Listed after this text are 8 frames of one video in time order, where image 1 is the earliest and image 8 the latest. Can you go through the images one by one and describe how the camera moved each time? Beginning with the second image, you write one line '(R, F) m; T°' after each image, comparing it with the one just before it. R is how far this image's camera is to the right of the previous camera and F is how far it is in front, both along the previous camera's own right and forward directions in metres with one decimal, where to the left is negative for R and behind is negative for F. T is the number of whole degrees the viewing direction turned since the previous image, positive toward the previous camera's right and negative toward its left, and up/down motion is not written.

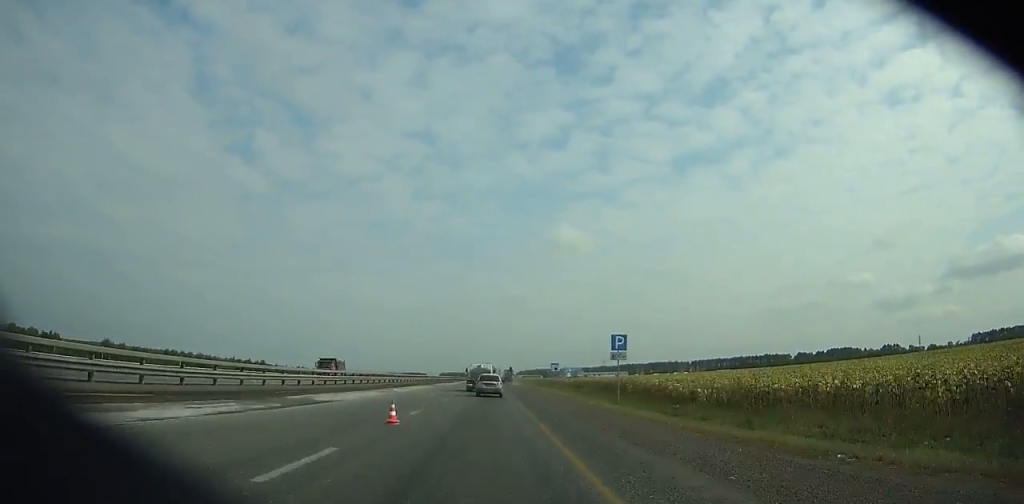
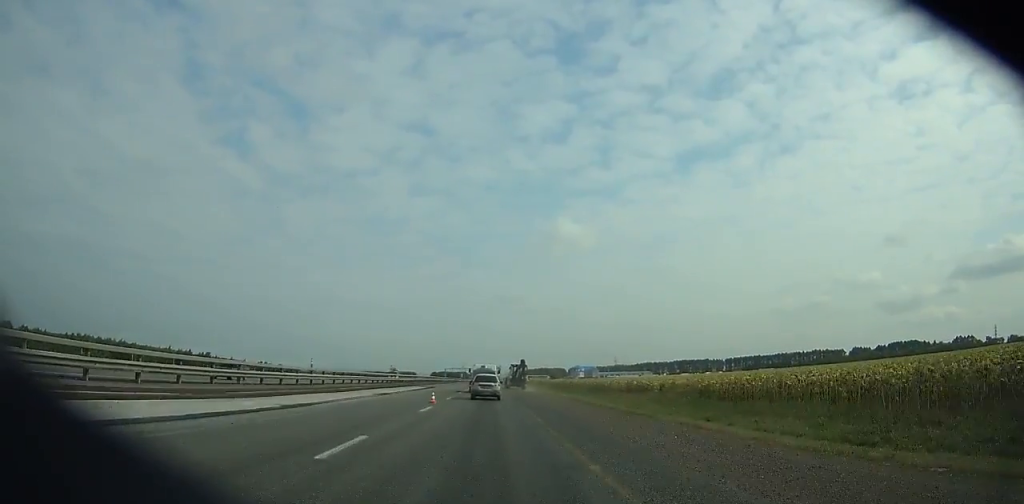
(+0.3, +130.1) m; 0°
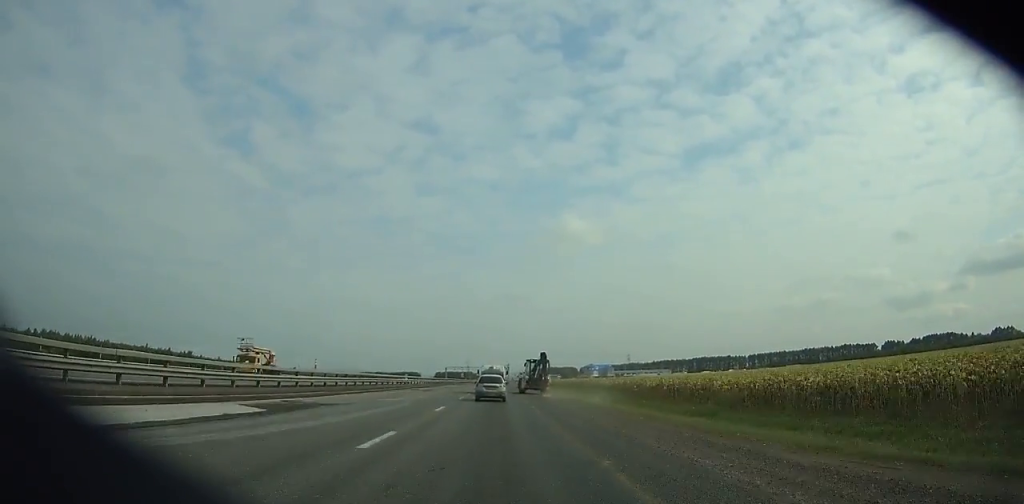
(-0.1, +46.7) m; 0°
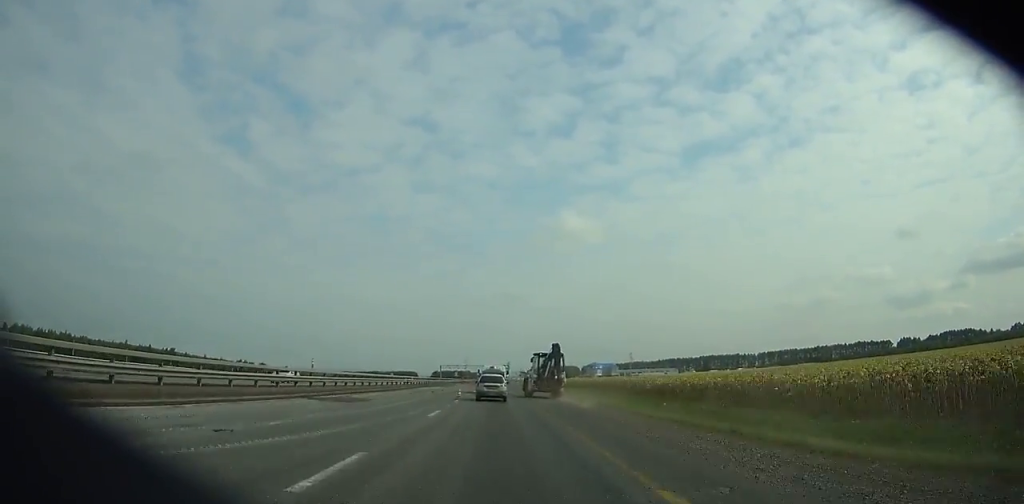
(-0.1, +28.0) m; 0°
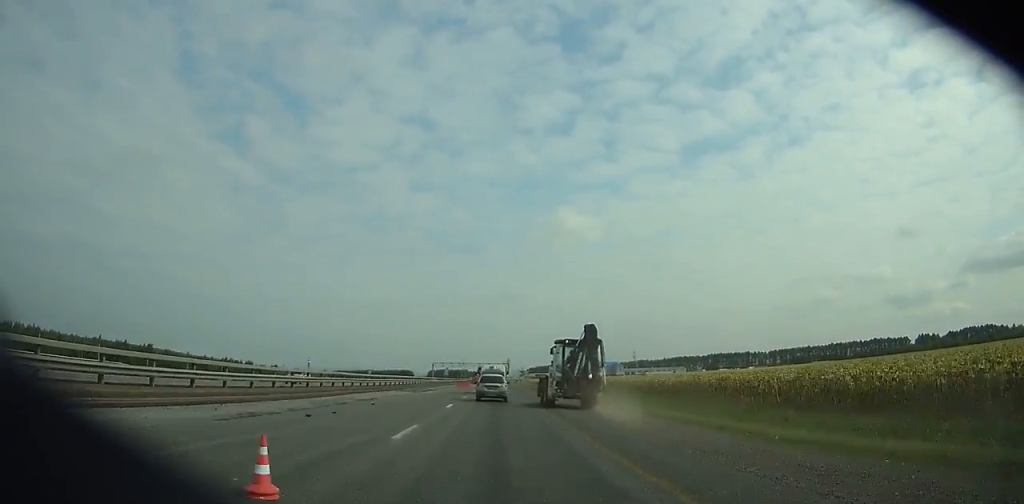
(0.0, +30.1) m; 0°
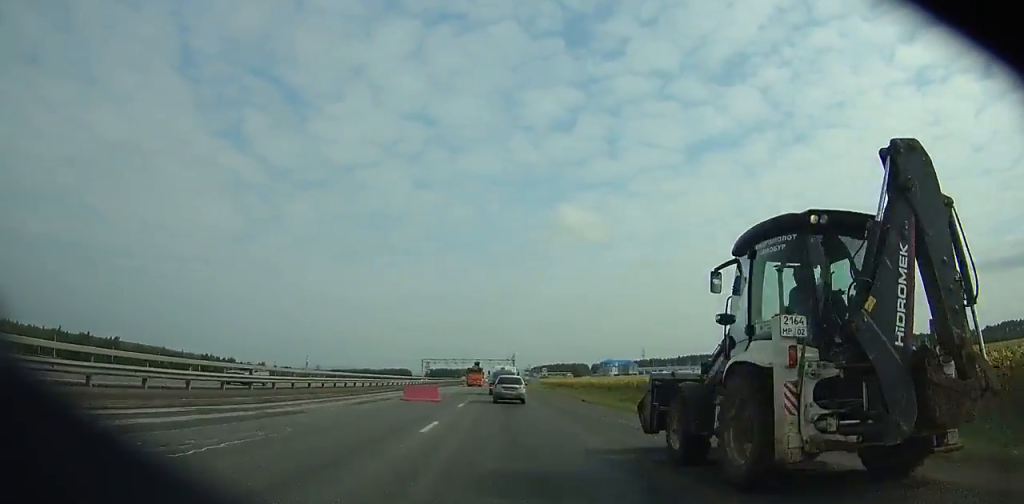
(+0.1, +45.4) m; 0°
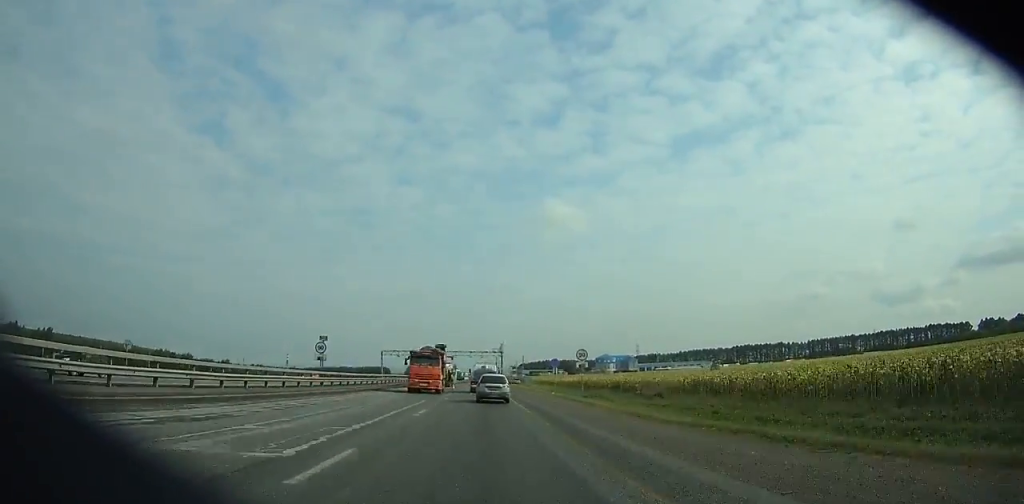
(+0.2, +53.3) m; 0°
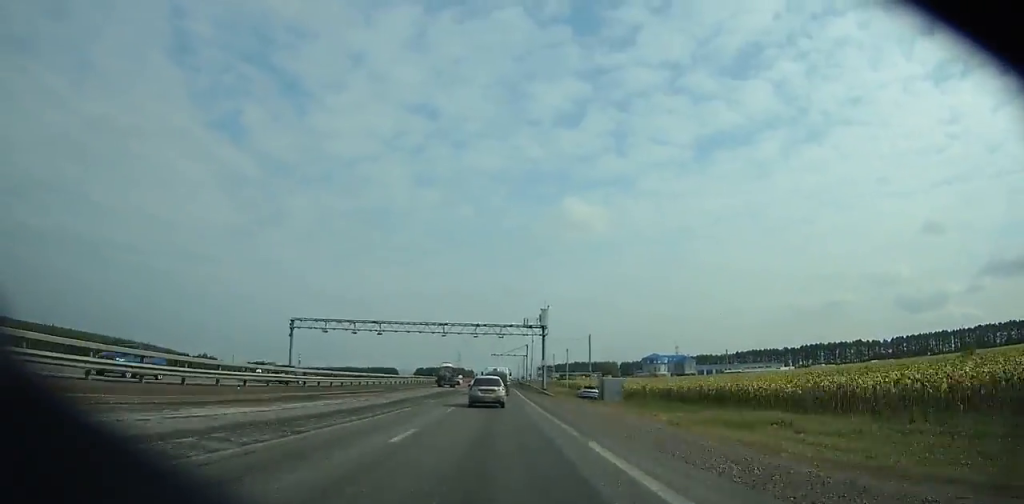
(-0.1, +90.3) m; -1°
